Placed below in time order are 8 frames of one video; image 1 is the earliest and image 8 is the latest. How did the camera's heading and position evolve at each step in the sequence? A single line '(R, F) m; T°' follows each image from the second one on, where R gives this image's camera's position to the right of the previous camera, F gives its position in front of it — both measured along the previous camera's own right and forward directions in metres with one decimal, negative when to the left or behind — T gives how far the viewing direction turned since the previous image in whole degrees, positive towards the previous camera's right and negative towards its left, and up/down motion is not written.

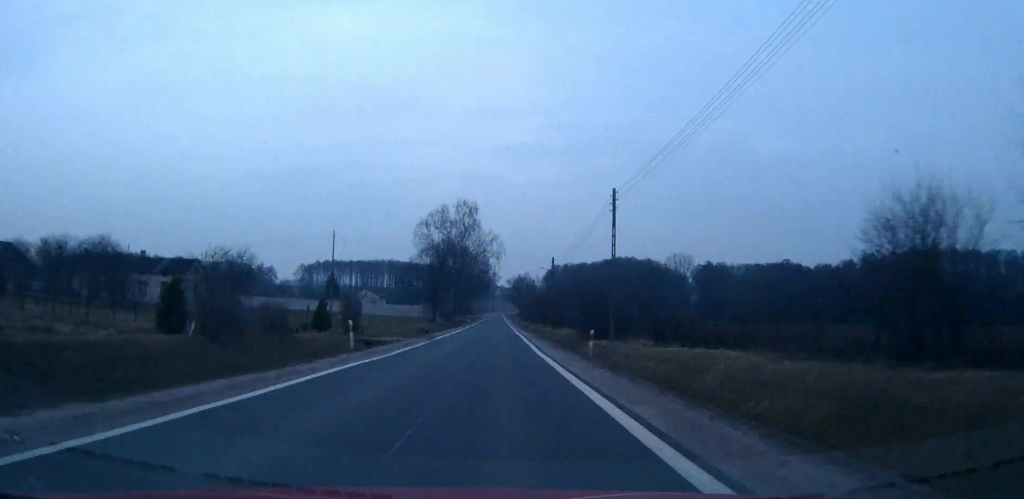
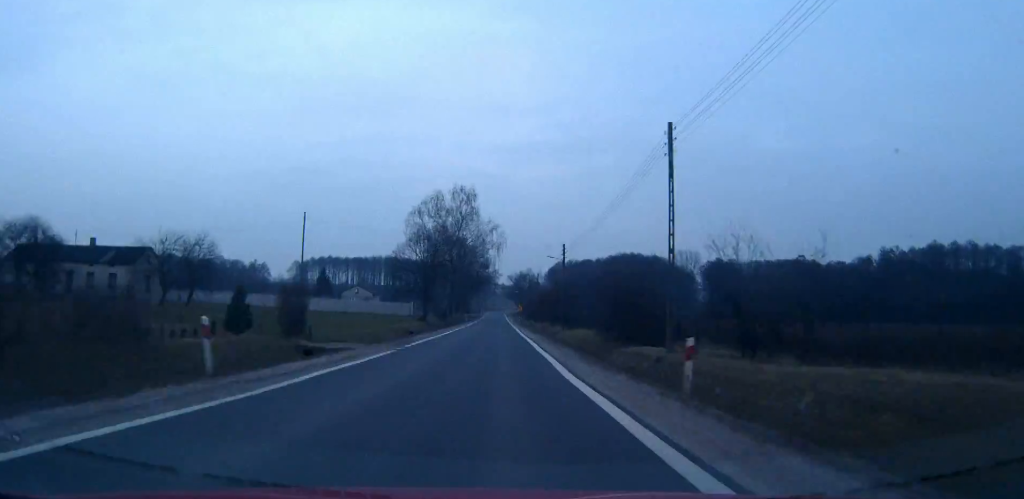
(0.0, +13.2) m; 0°
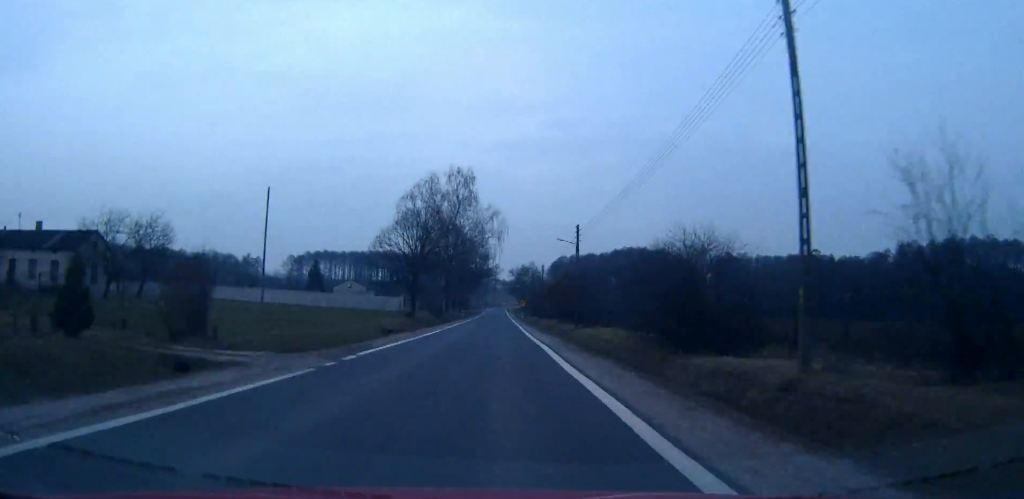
(0.0, +11.7) m; 0°
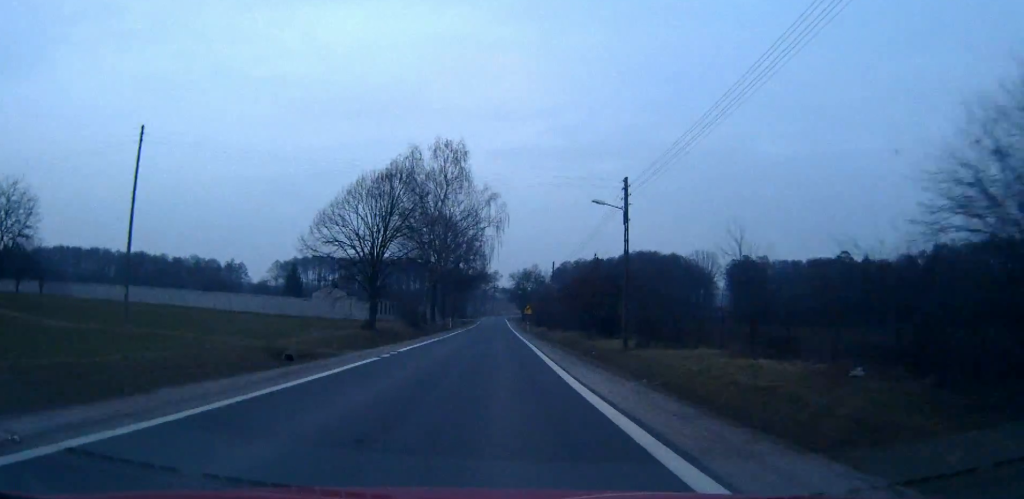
(0.0, +22.8) m; 0°
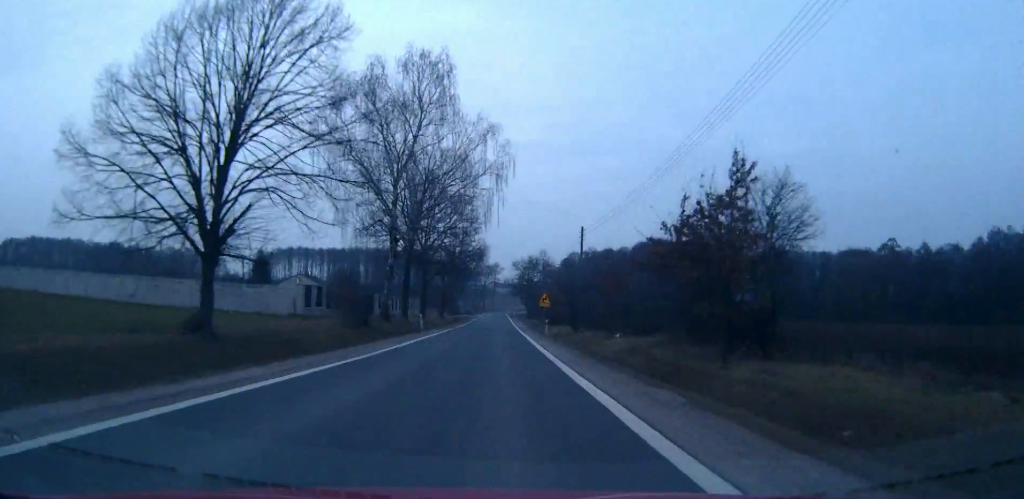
(+0.1, +29.2) m; 0°
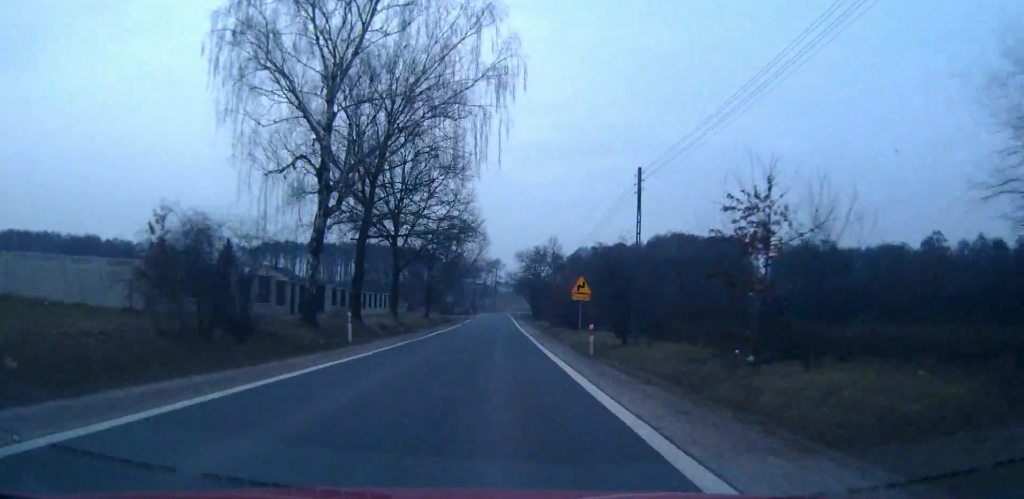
(+0.1, +23.0) m; 0°
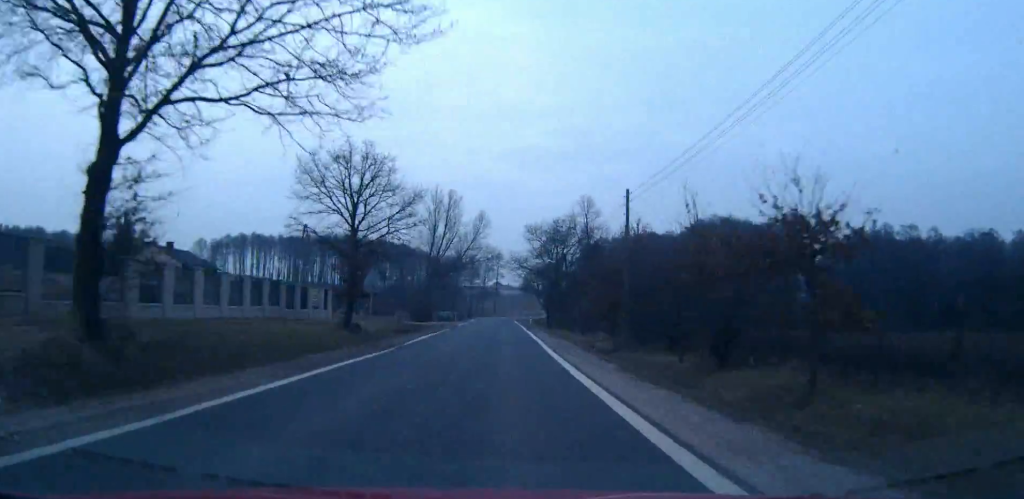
(-0.1, +46.0) m; 0°
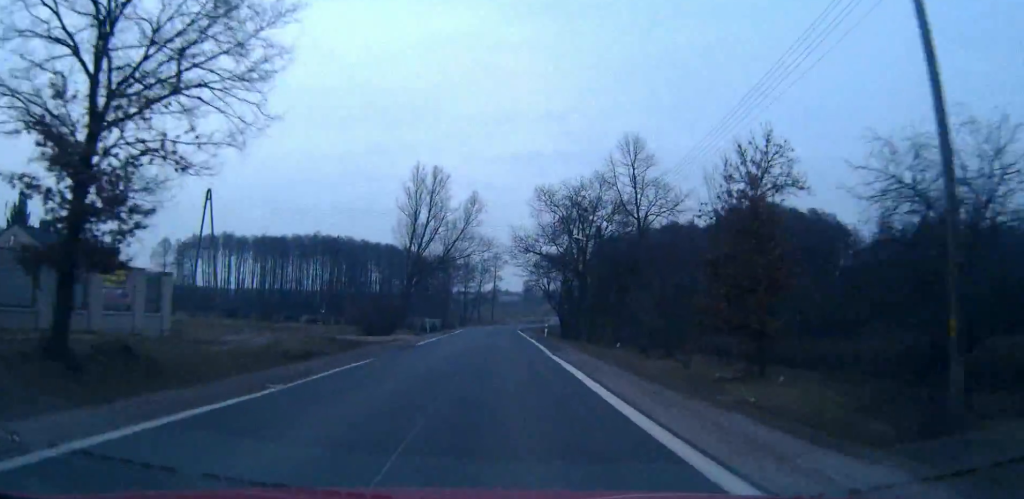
(0.0, +28.6) m; 0°
